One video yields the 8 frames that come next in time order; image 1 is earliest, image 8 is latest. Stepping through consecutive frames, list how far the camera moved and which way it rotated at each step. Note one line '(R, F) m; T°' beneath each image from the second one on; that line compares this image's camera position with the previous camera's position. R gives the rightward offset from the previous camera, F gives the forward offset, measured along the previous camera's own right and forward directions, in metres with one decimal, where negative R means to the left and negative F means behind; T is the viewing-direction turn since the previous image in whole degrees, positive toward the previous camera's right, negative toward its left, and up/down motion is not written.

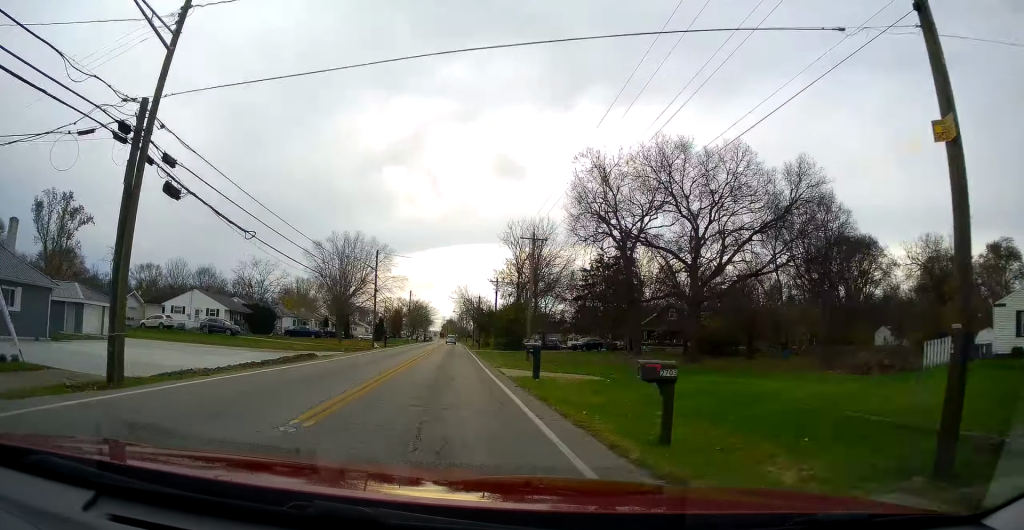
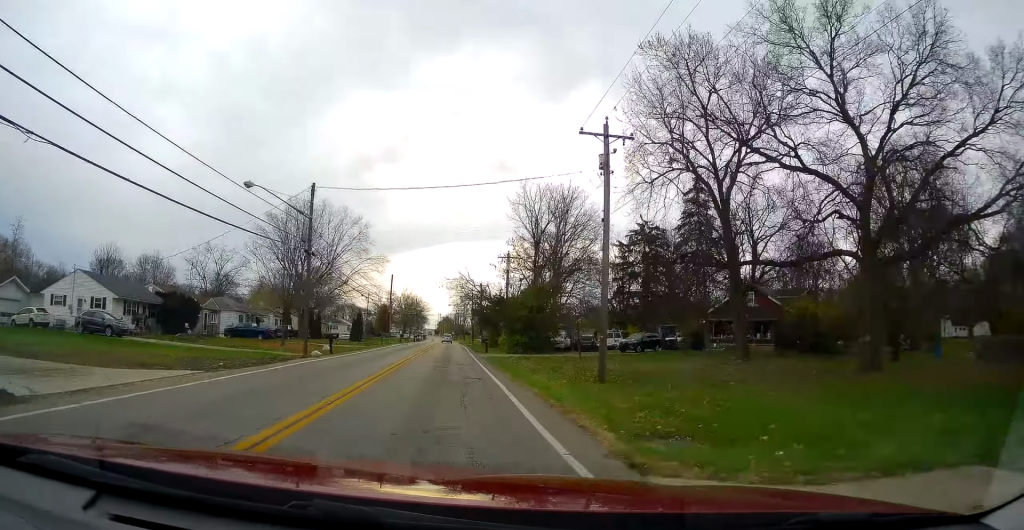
(-0.5, +23.0) m; -2°
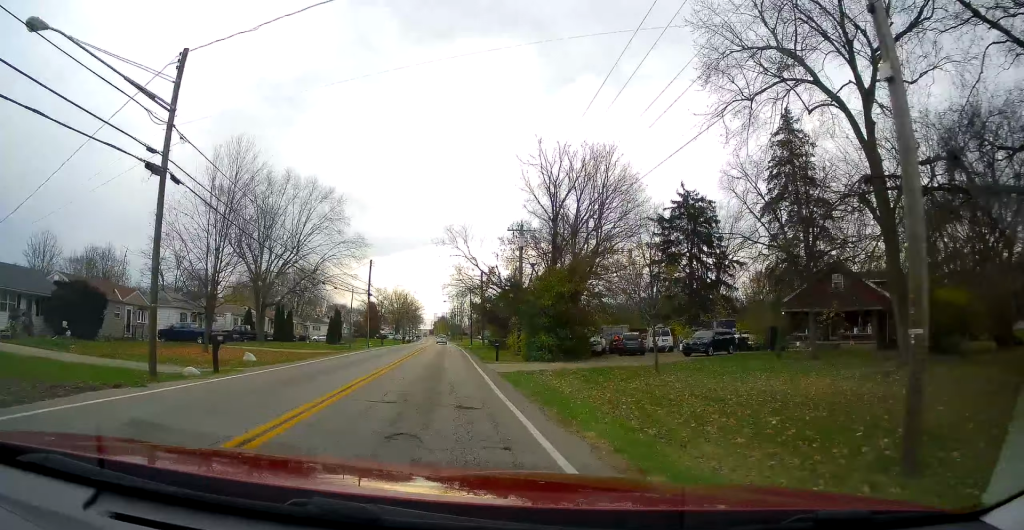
(-0.2, +15.3) m; -1°
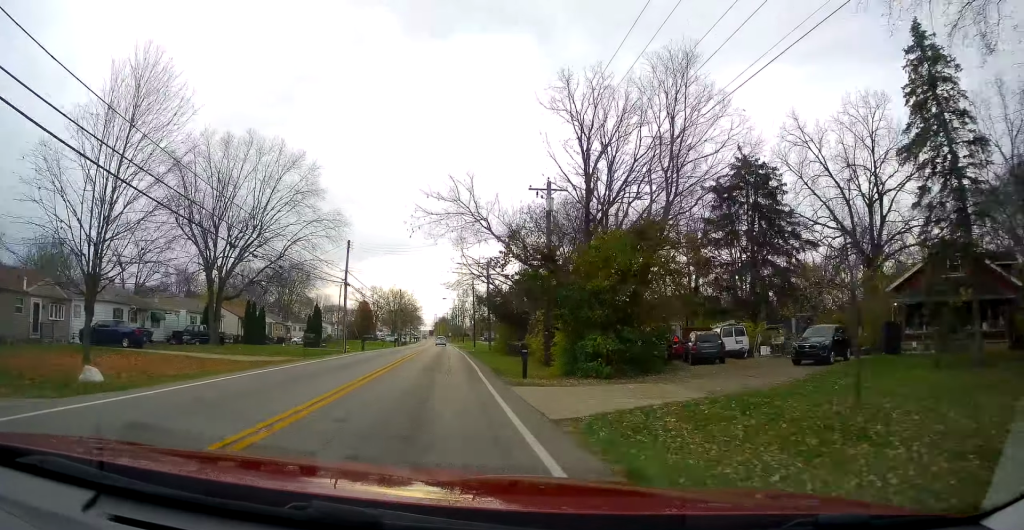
(0.0, +12.7) m; 0°
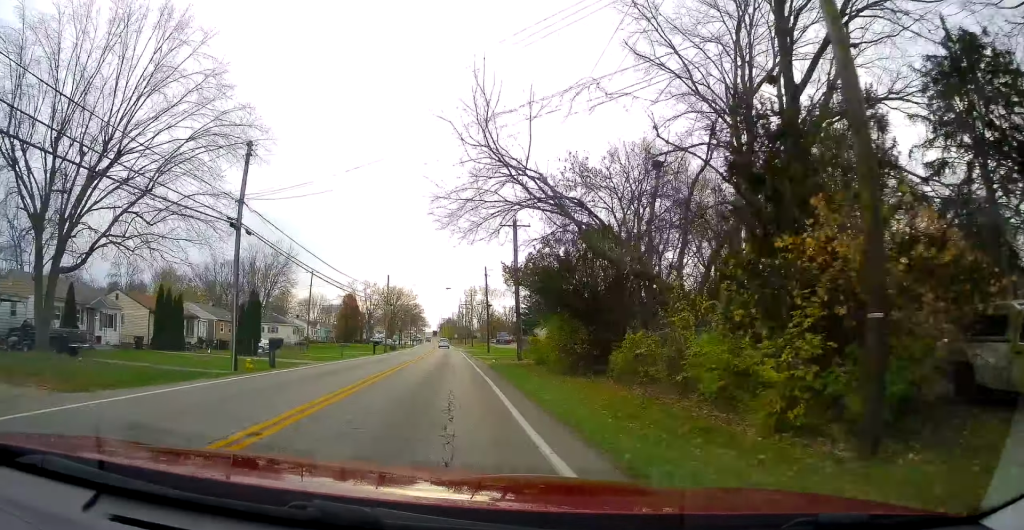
(+0.2, +24.1) m; +1°
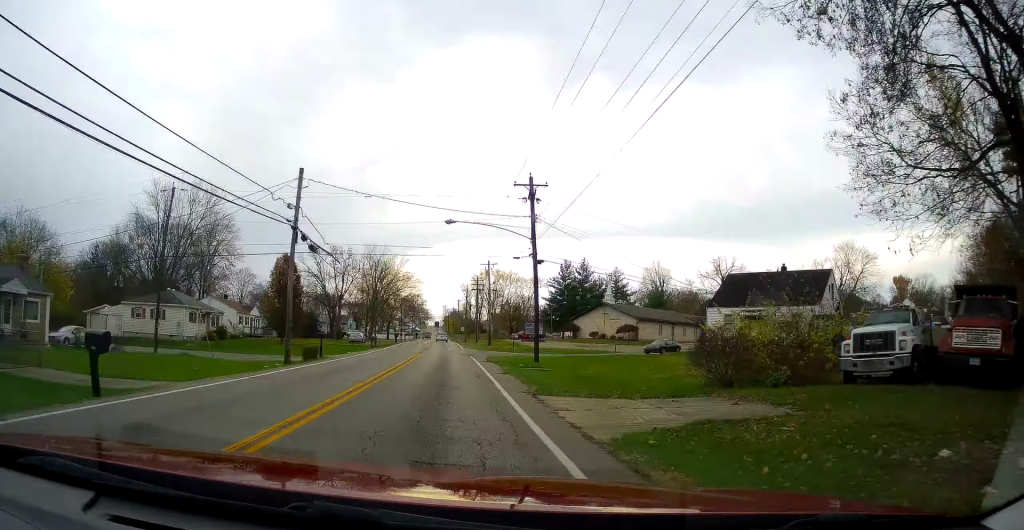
(+0.2, +41.2) m; +1°
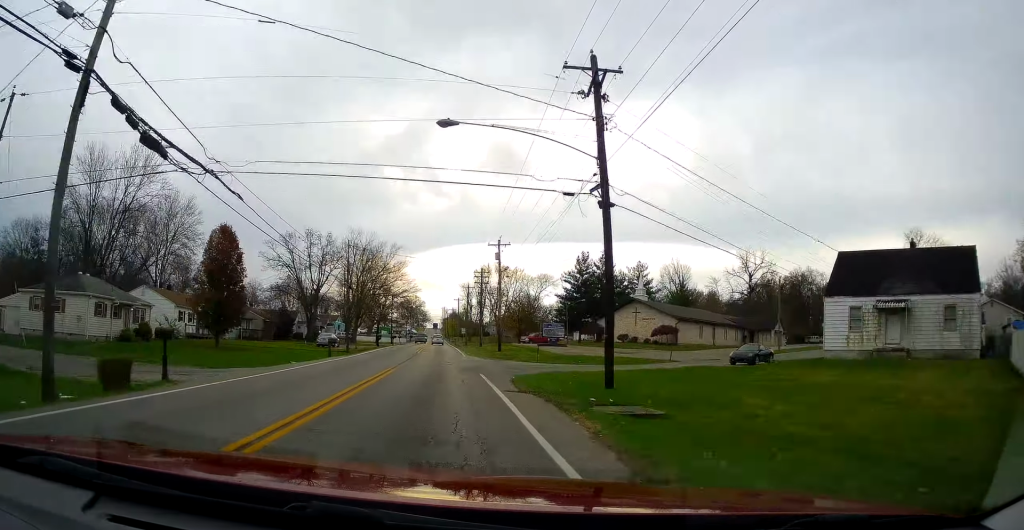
(+0.1, +16.8) m; 0°
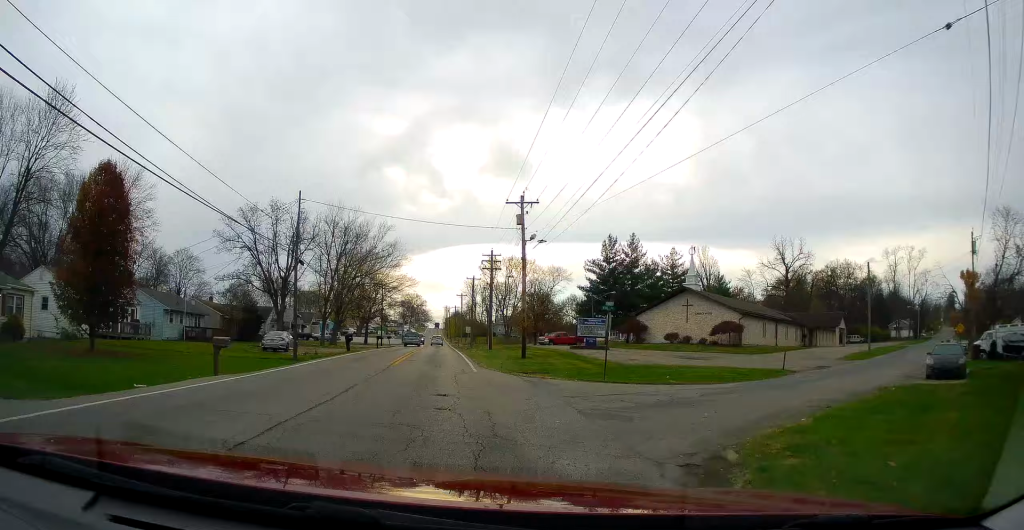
(0.0, +16.9) m; -1°
